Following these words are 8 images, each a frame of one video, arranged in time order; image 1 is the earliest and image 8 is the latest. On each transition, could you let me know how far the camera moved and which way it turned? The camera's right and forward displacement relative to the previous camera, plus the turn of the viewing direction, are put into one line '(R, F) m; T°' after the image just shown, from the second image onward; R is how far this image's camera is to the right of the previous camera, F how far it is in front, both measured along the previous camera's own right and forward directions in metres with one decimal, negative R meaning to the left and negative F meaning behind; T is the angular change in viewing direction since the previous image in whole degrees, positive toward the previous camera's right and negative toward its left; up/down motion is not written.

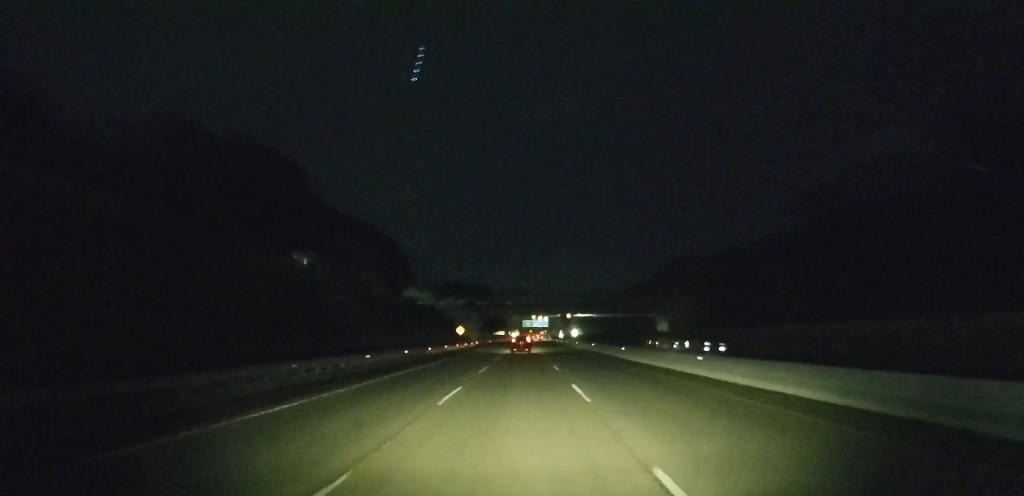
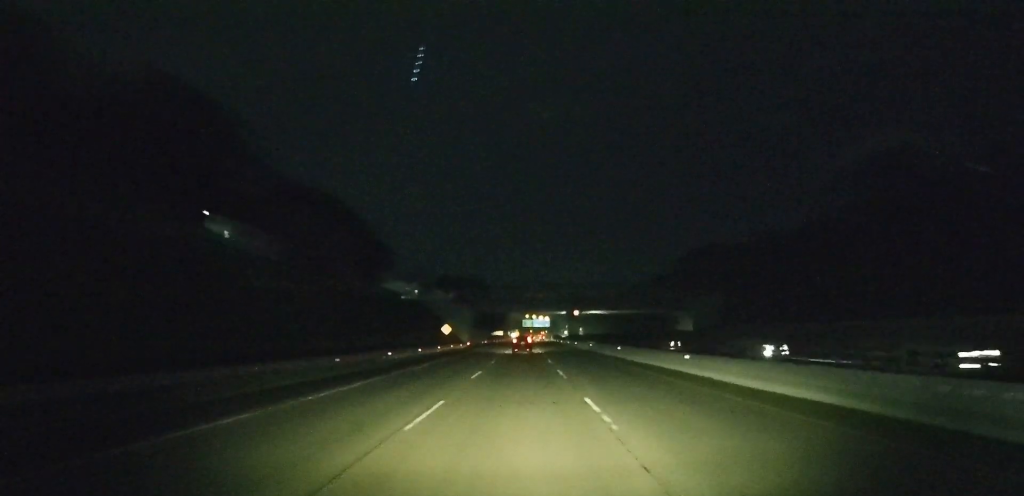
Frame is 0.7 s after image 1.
(0.0, +15.8) m; 0°
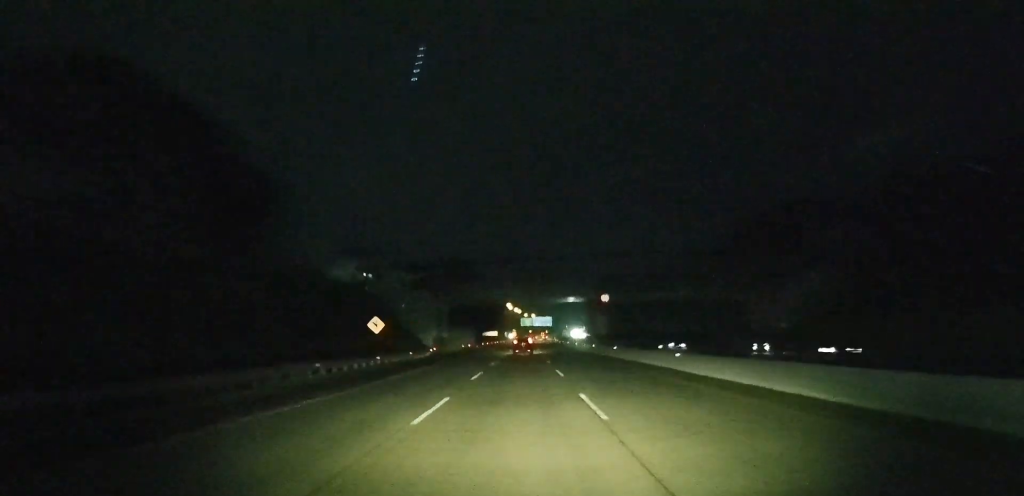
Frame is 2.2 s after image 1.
(0.0, +33.1) m; 0°
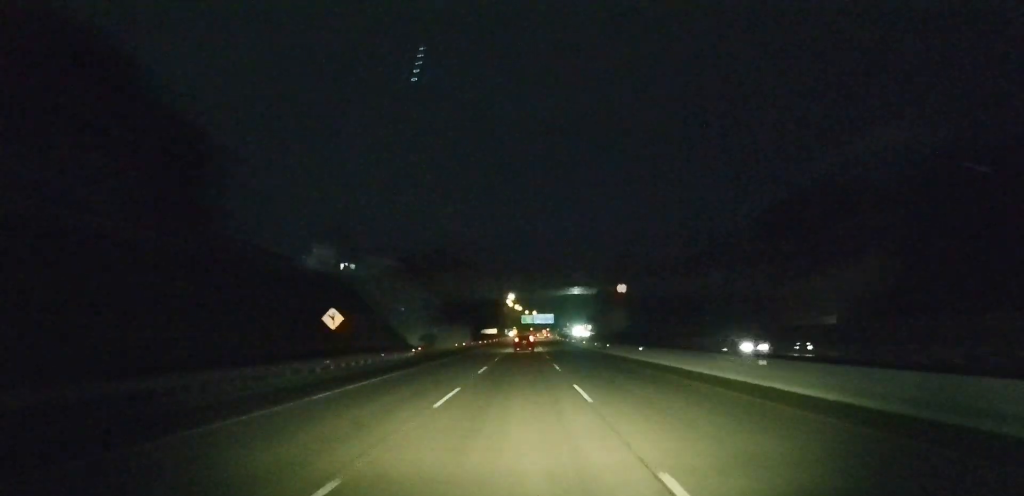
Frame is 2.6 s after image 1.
(0.0, +8.5) m; 0°
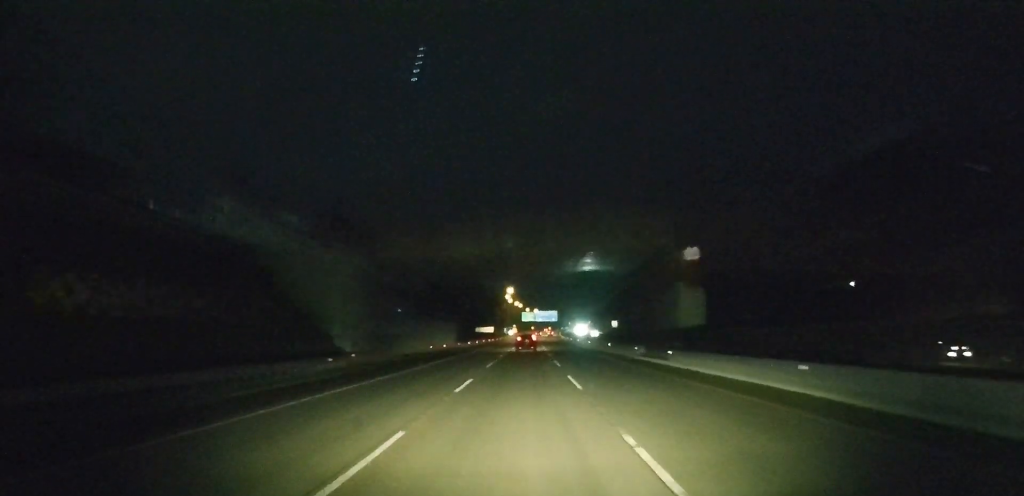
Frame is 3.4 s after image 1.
(0.0, +18.9) m; 0°
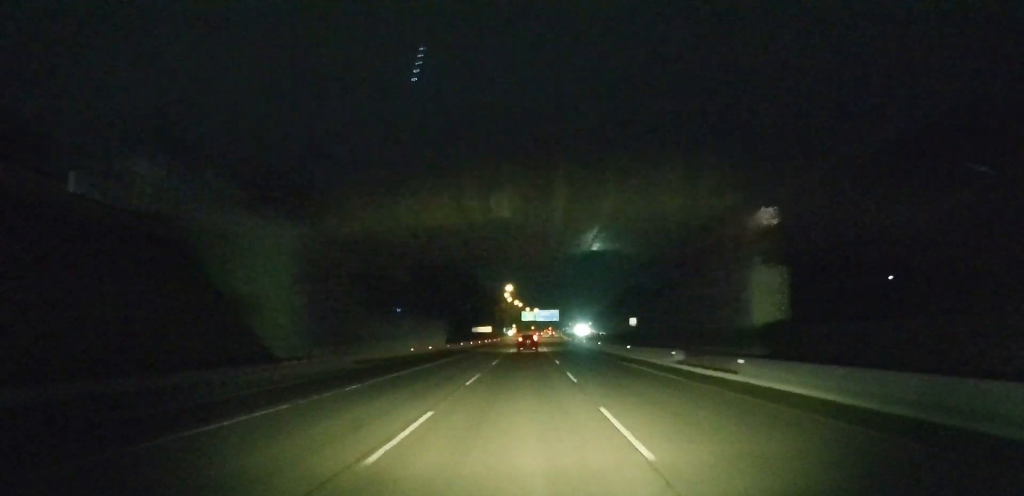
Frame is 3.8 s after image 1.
(0.0, +9.2) m; 0°
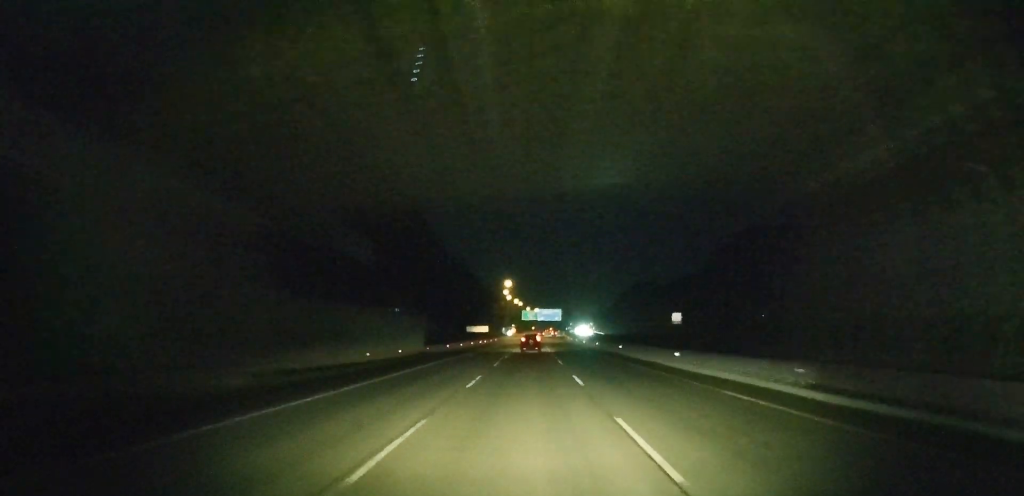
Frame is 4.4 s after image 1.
(0.0, +13.3) m; 0°
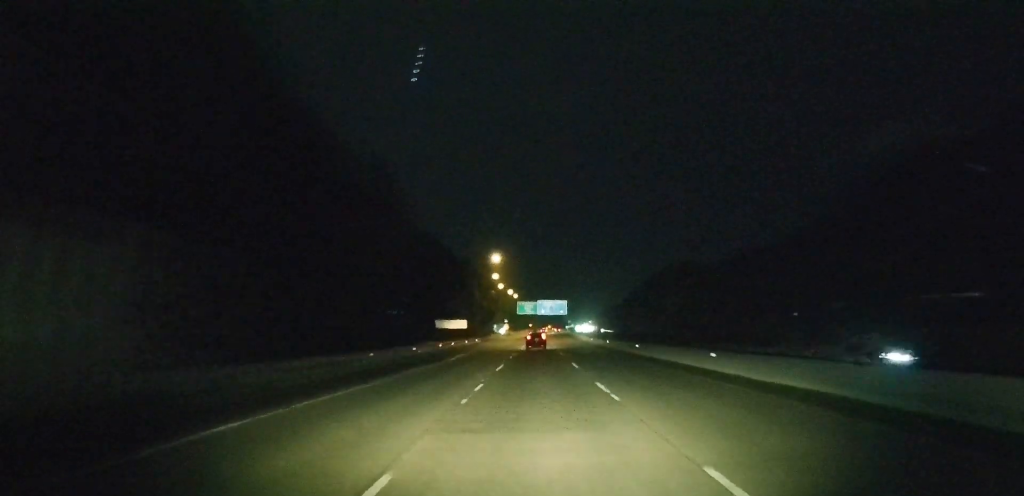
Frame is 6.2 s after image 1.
(0.0, +43.6) m; 0°
